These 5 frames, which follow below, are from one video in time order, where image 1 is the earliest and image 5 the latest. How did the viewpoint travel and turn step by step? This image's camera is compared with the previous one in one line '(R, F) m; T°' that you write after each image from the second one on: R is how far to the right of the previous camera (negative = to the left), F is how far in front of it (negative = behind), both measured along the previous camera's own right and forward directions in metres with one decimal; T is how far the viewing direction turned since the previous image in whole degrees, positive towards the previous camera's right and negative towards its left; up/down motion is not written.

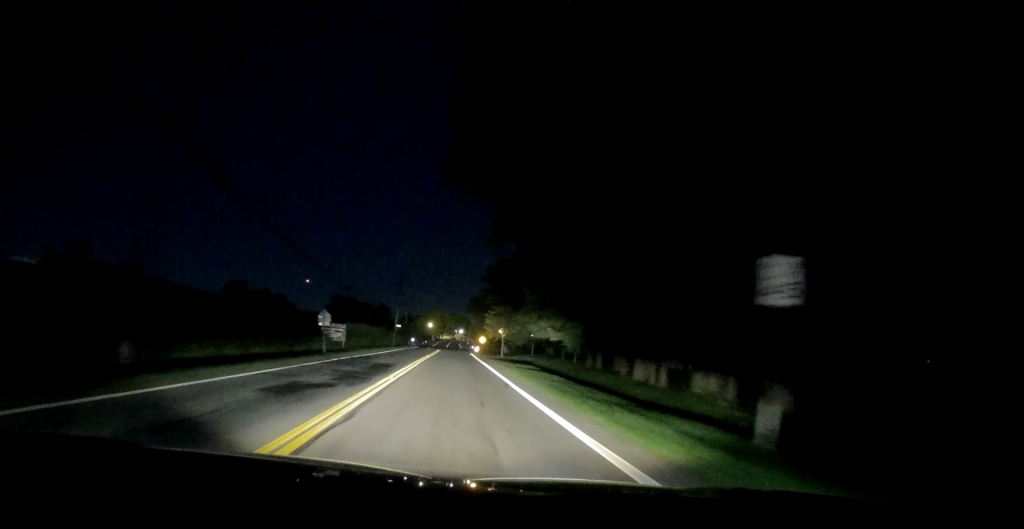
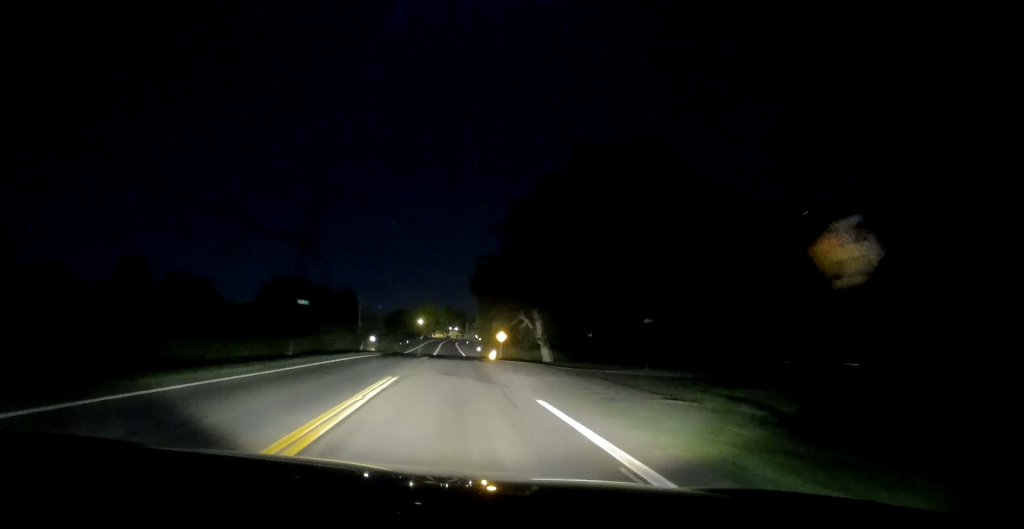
(0.0, +53.8) m; 0°
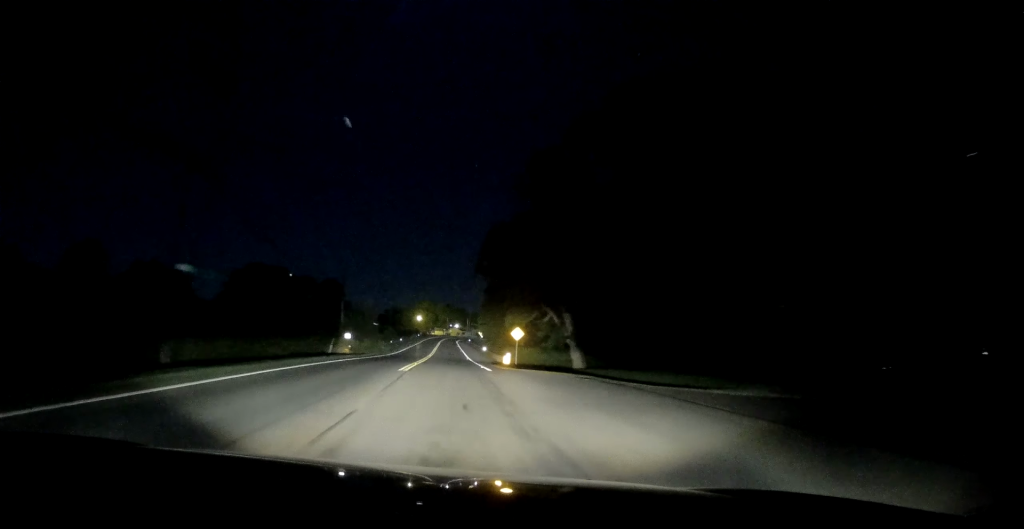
(-0.2, +15.2) m; +1°
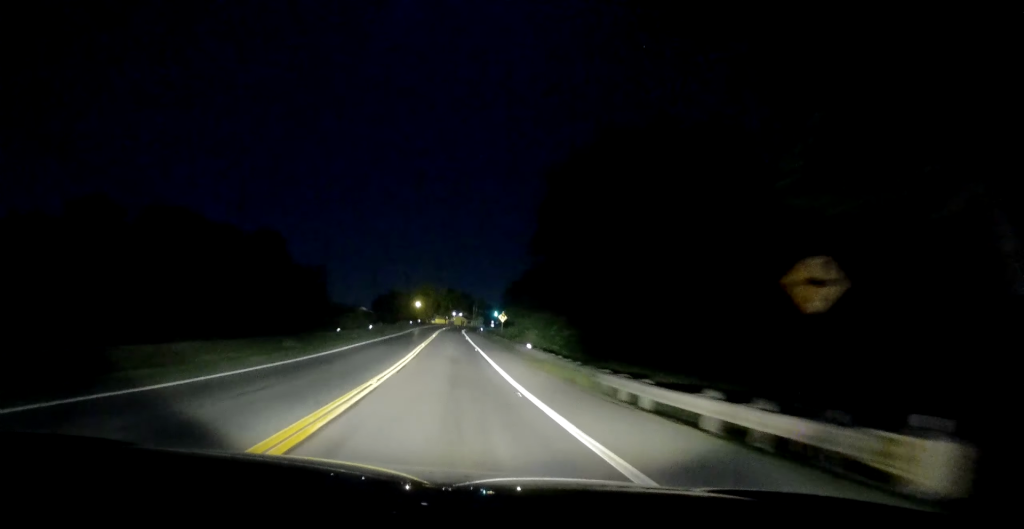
(0.0, +41.6) m; -1°
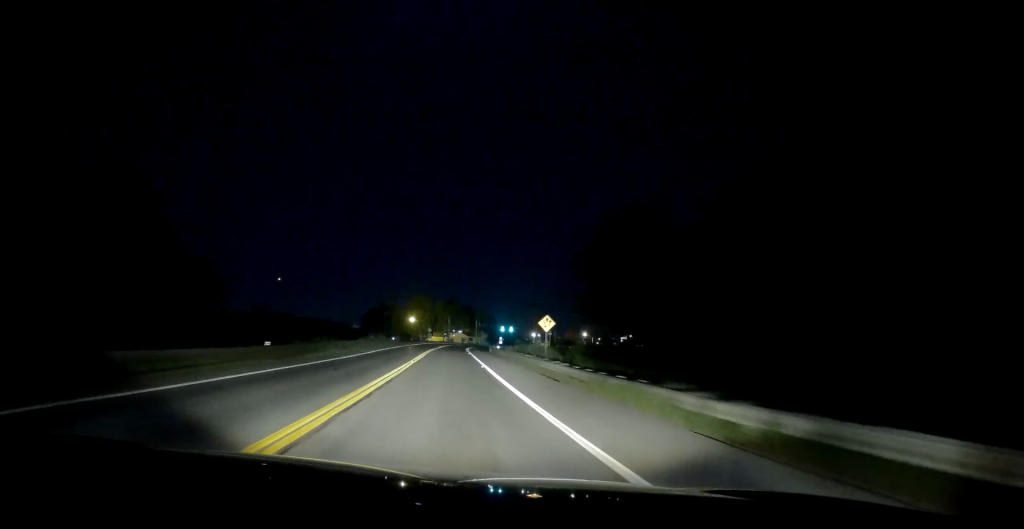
(-0.1, +33.9) m; -1°
